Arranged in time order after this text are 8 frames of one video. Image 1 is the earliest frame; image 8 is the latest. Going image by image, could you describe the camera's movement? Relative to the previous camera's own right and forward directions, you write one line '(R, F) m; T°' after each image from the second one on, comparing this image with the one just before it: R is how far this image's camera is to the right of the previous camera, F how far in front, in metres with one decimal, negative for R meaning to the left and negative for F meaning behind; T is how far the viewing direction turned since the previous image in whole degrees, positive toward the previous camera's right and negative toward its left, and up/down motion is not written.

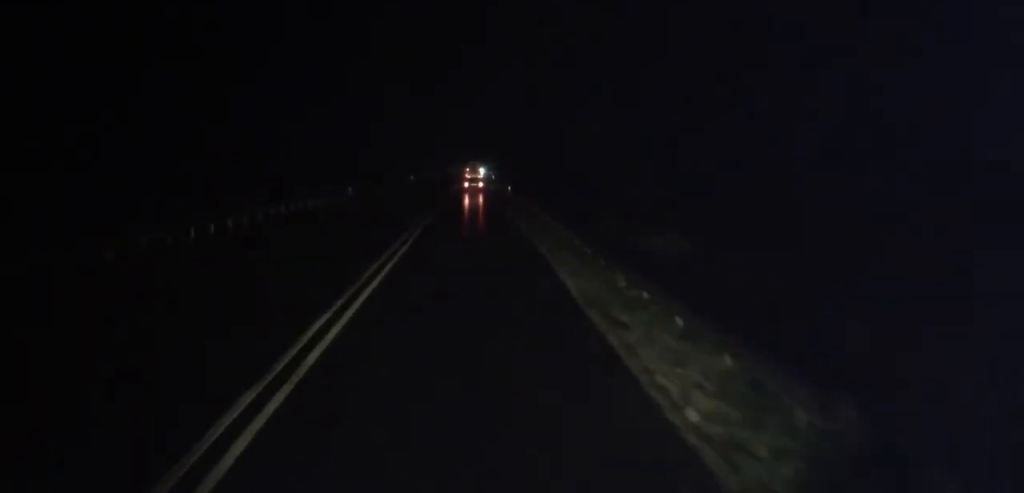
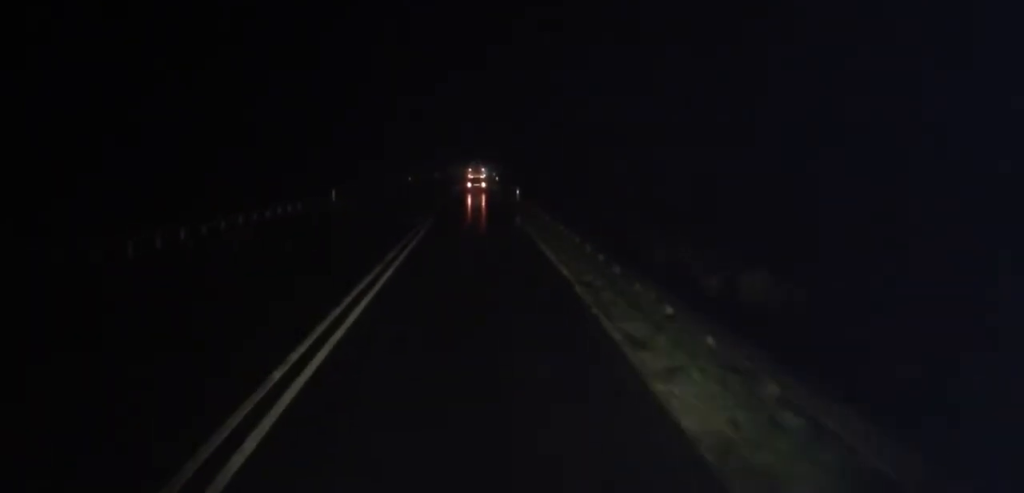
(+0.1, +6.7) m; 0°
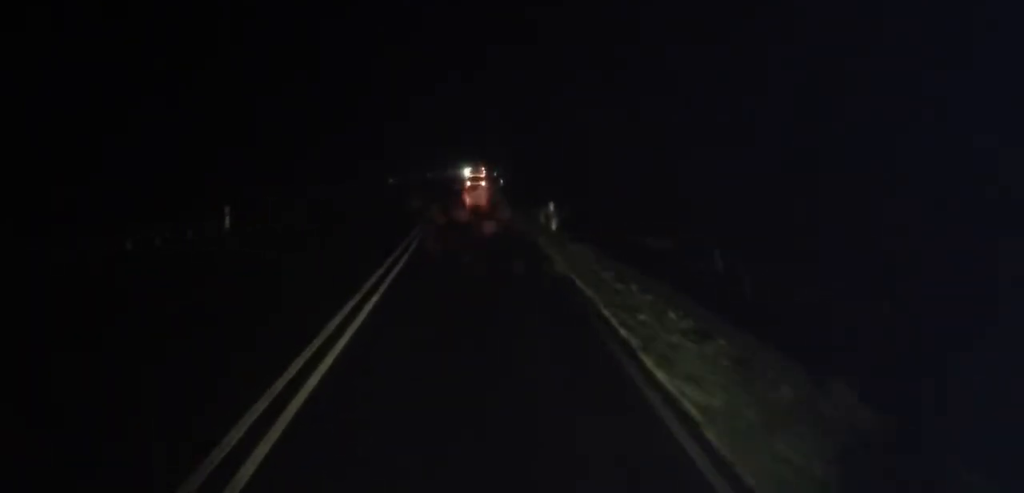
(-0.3, +19.3) m; -1°
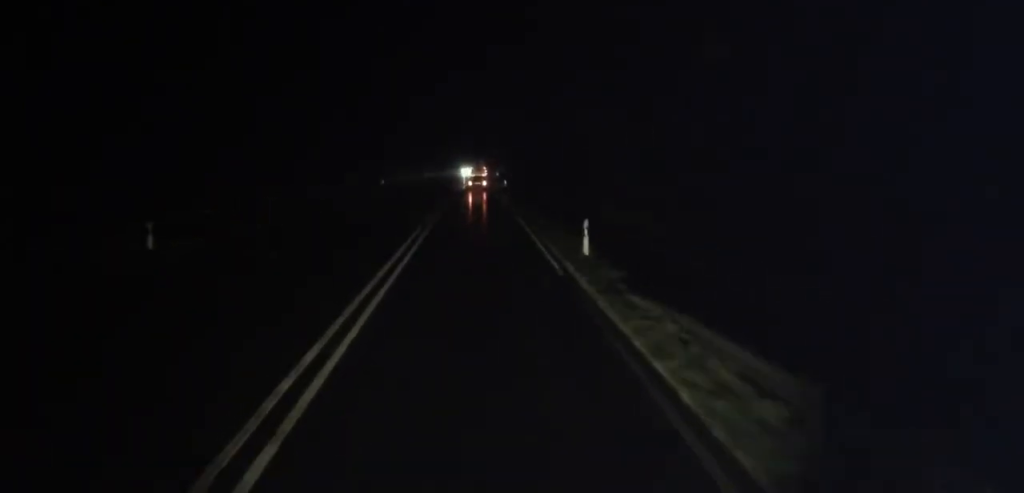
(0.0, +6.7) m; 0°
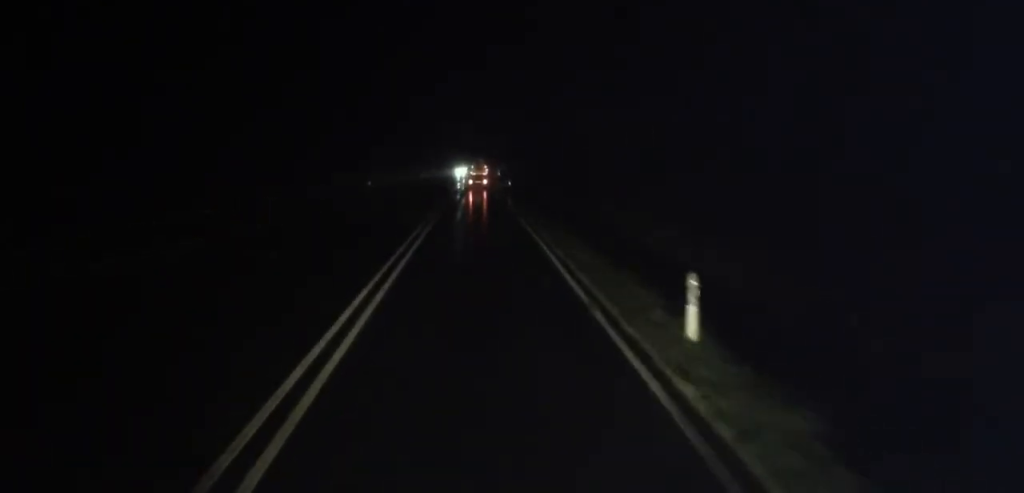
(0.0, +8.3) m; 0°
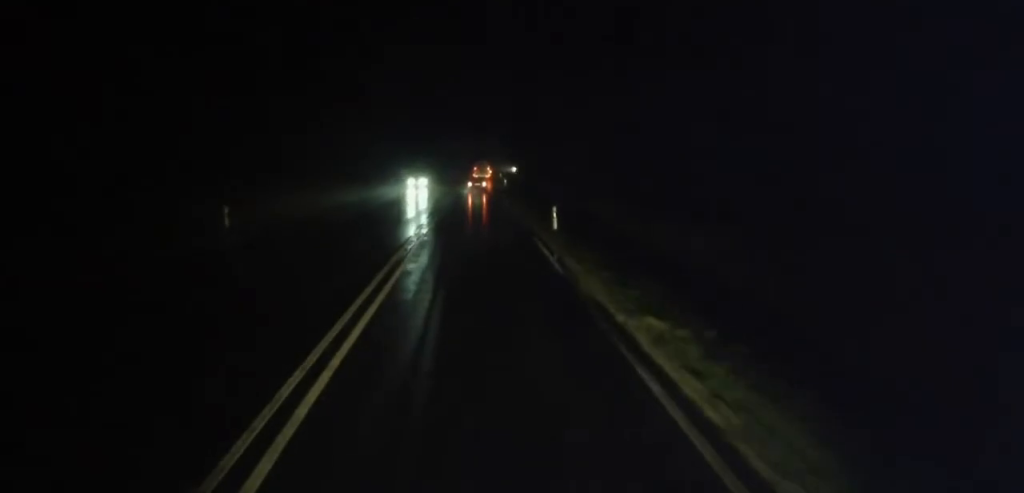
(0.0, +33.8) m; 0°
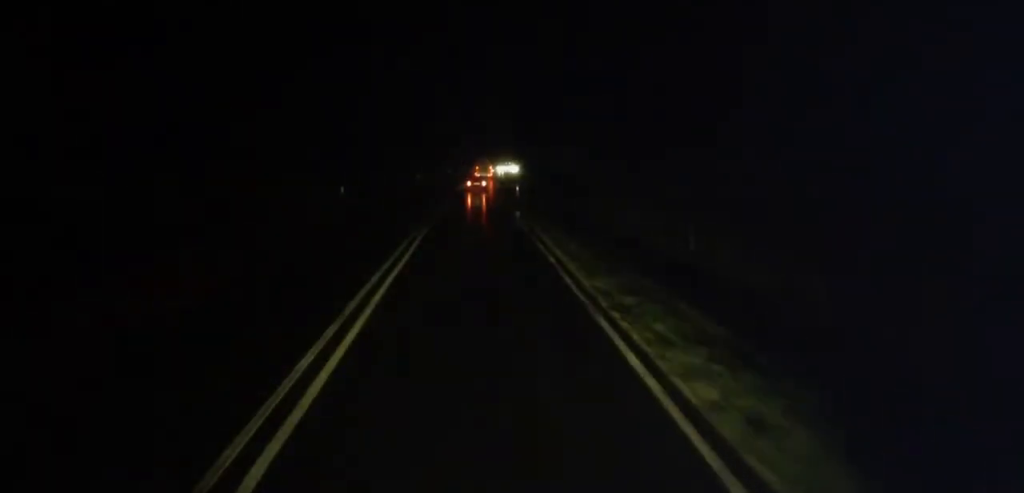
(0.0, +26.1) m; 0°
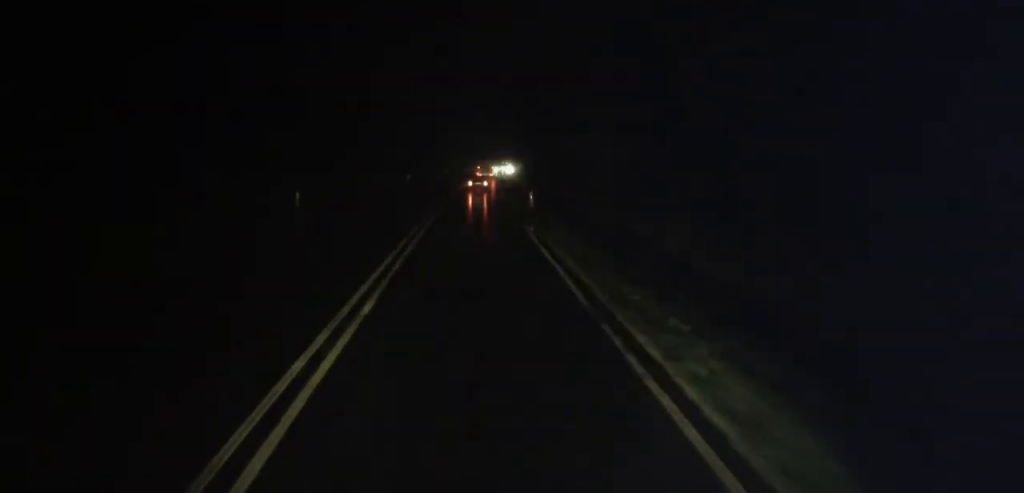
(-0.1, +12.1) m; +1°
